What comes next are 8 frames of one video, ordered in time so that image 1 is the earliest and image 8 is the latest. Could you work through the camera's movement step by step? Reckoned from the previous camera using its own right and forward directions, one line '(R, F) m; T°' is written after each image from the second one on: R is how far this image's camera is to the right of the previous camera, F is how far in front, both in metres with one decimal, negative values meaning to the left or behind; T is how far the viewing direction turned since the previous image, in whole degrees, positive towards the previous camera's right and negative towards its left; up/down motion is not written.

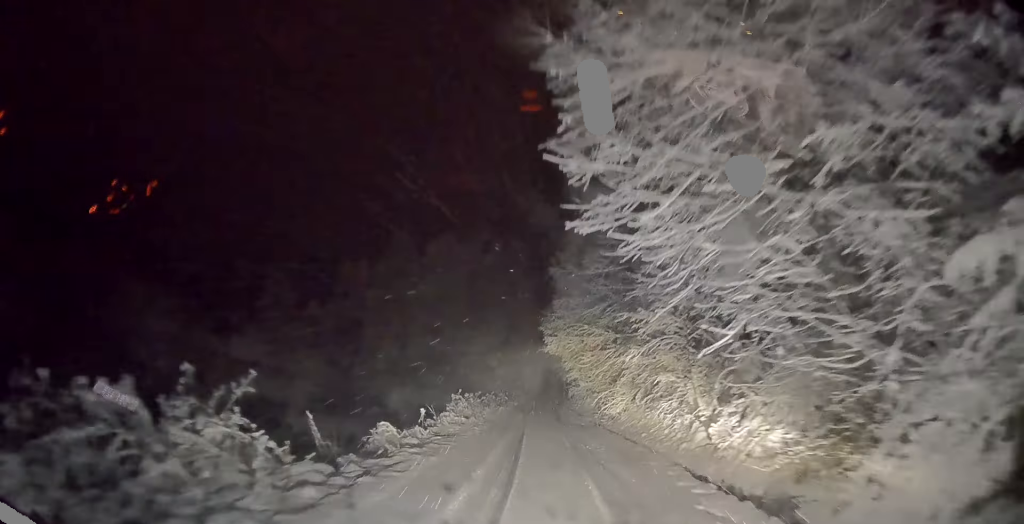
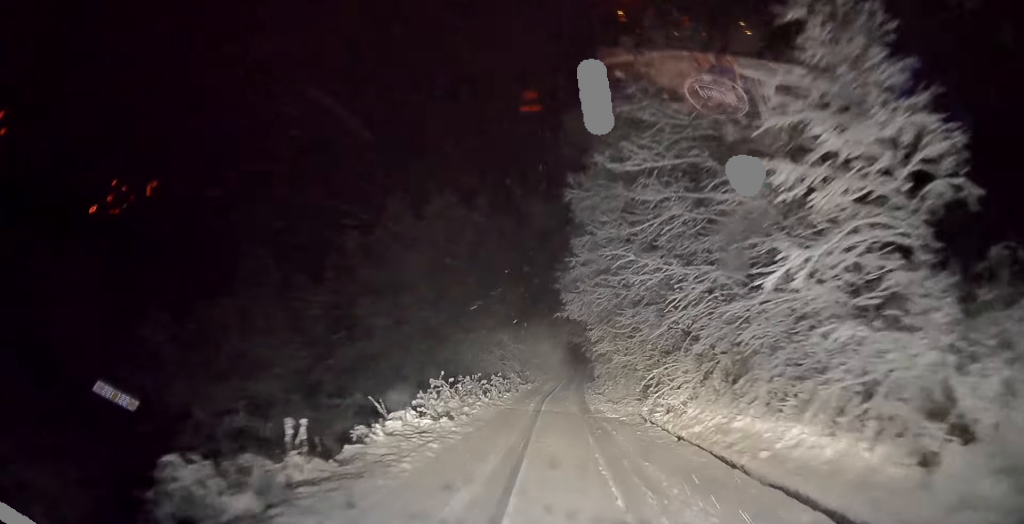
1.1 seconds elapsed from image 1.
(-0.1, +8.1) m; -2°
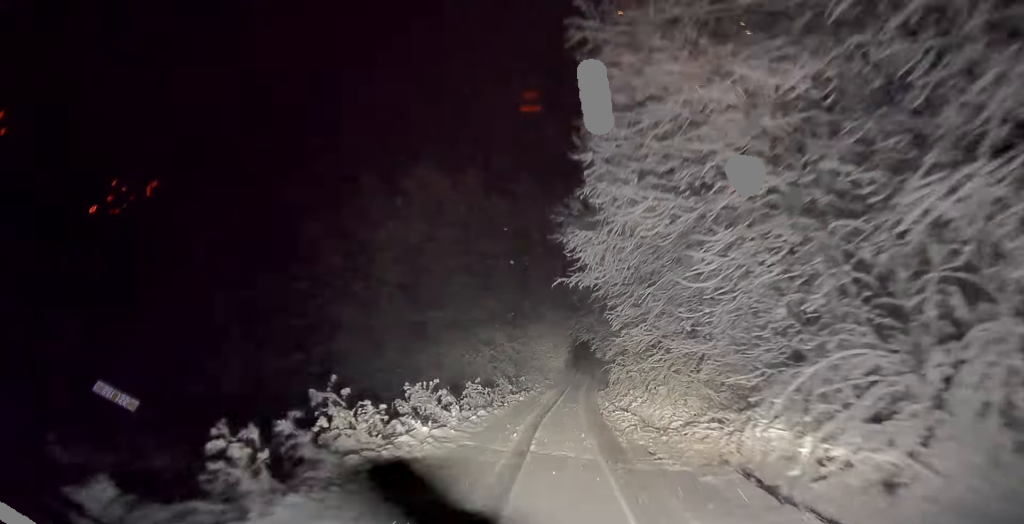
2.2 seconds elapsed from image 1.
(-0.1, +8.3) m; -1°
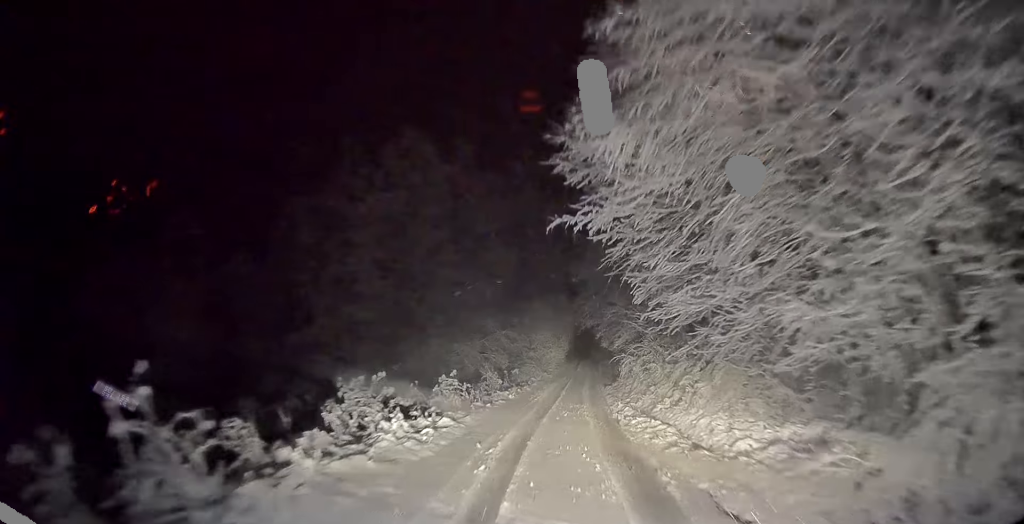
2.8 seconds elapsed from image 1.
(0.0, +4.5) m; 0°
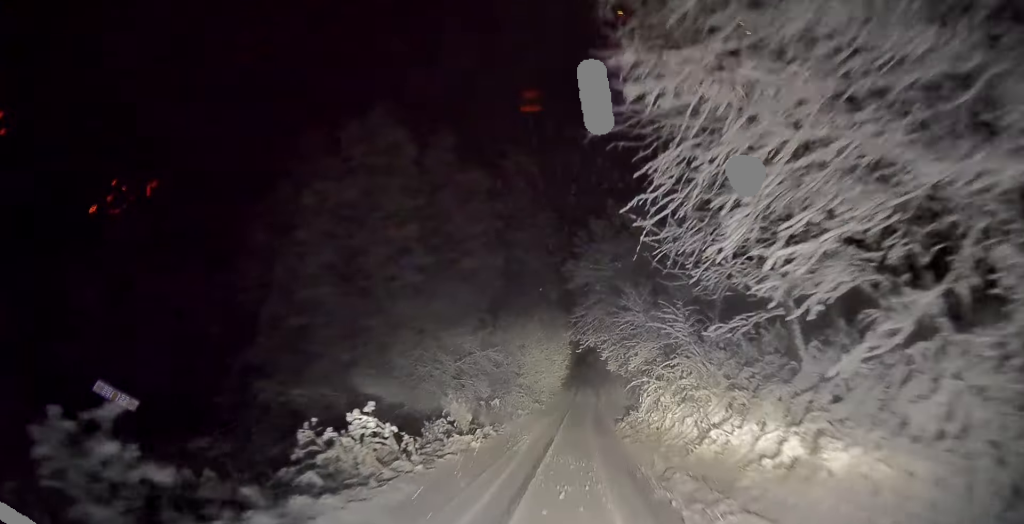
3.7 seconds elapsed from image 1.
(0.0, +7.0) m; 0°
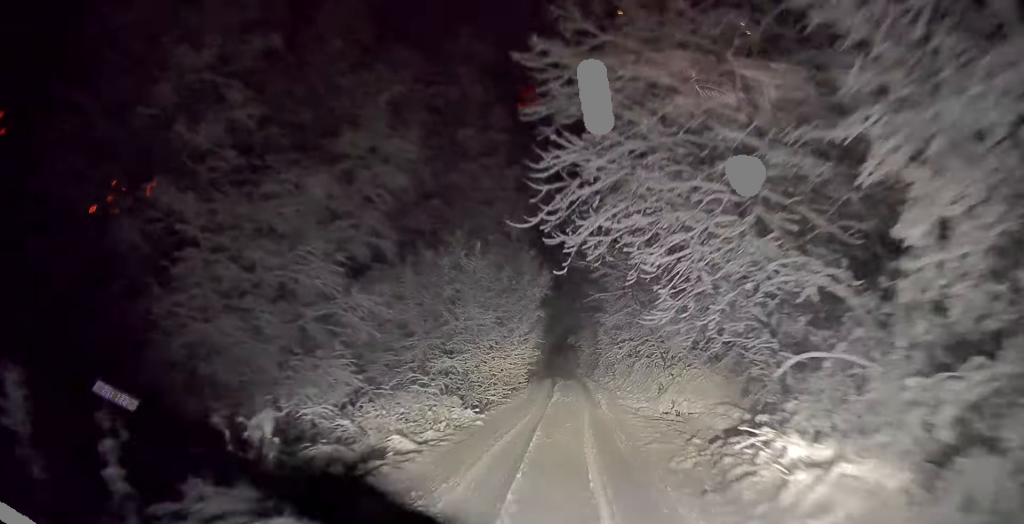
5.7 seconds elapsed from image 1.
(0.0, +17.9) m; +1°
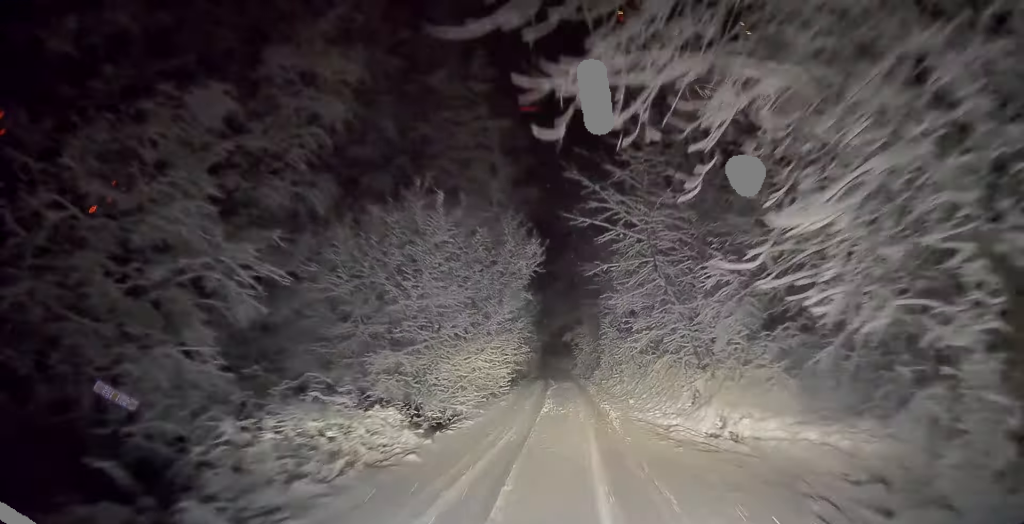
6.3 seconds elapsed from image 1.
(+0.1, +5.5) m; 0°
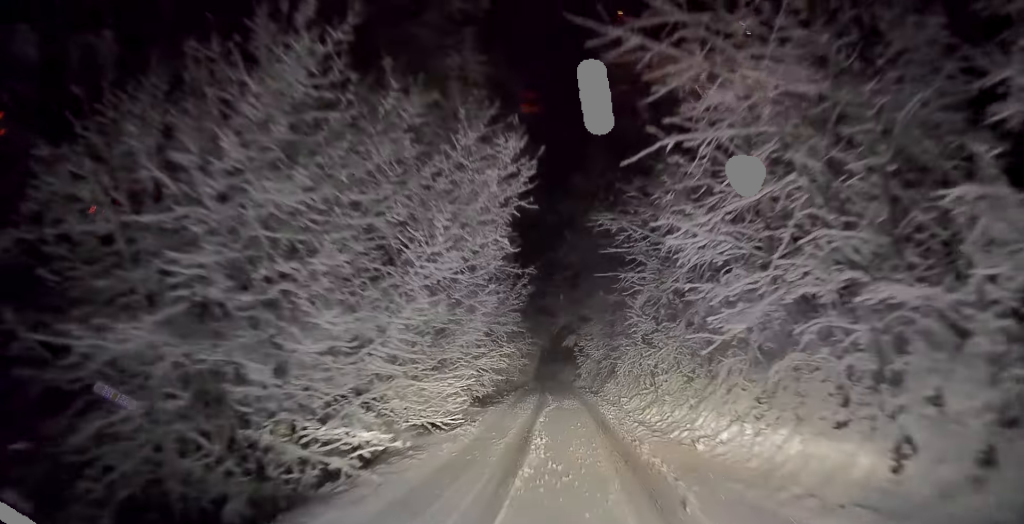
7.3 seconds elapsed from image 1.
(-0.1, +8.1) m; -2°
